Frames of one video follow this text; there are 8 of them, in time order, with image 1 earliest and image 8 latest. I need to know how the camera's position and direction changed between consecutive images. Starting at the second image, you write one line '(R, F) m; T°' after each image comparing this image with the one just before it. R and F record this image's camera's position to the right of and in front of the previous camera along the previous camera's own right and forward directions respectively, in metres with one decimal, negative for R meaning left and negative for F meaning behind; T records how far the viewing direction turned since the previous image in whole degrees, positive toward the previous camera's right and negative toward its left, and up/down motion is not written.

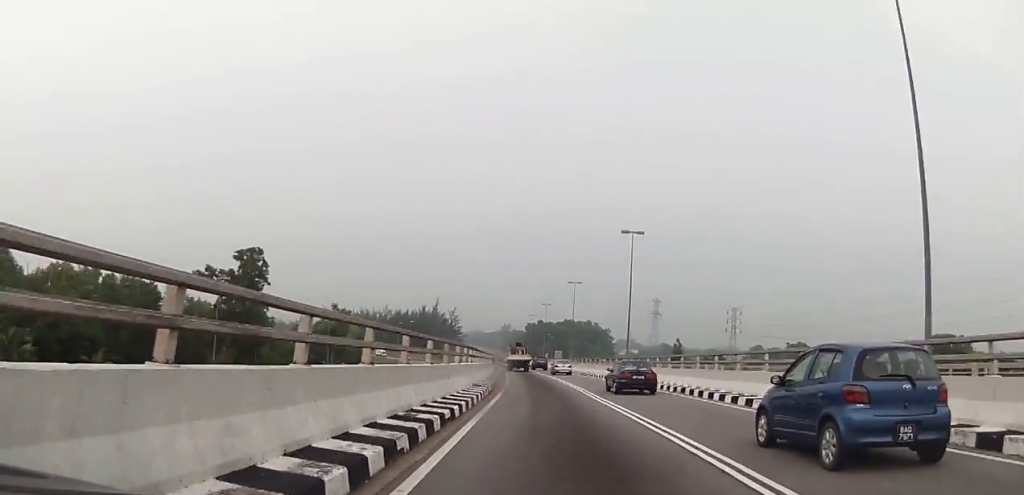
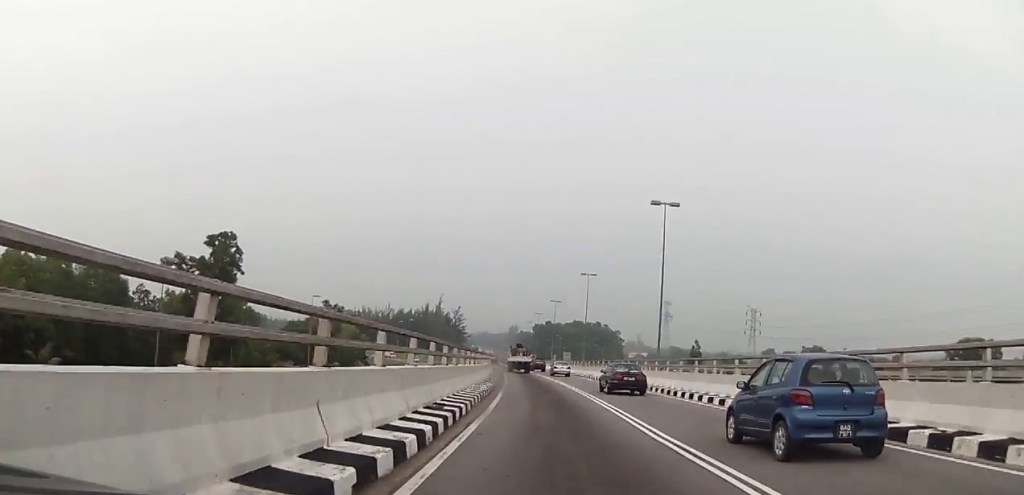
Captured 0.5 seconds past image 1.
(-0.1, +11.7) m; 0°
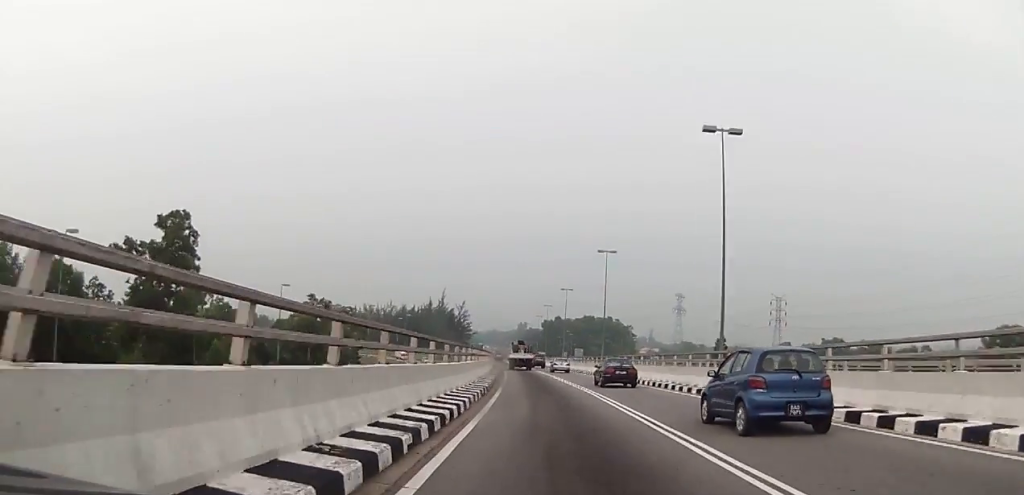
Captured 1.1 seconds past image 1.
(+0.1, +14.0) m; 0°
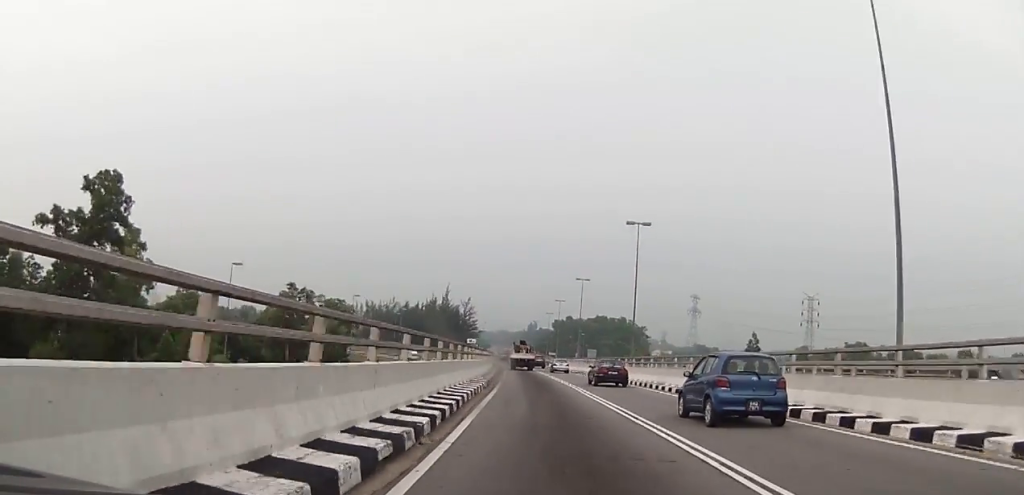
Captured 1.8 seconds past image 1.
(-0.1, +15.6) m; -1°
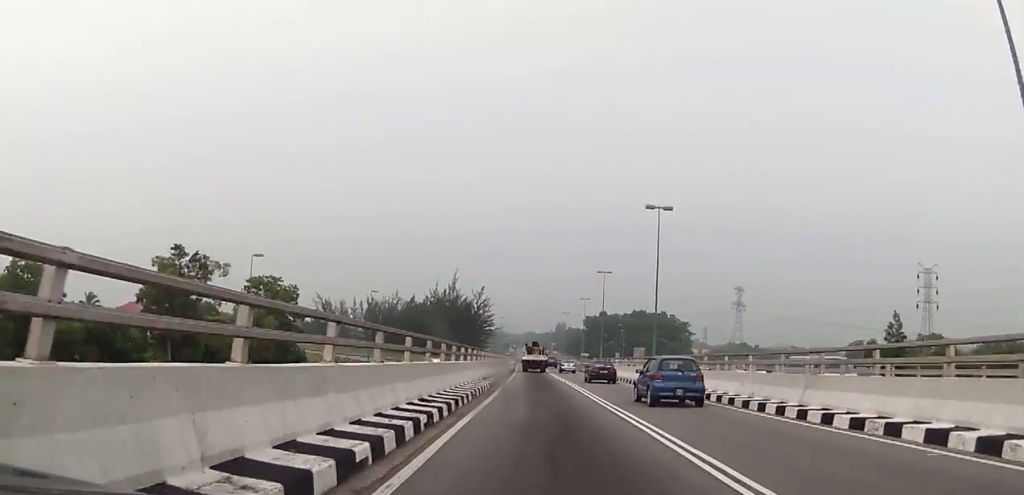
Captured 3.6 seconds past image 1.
(-1.9, +43.6) m; -3°
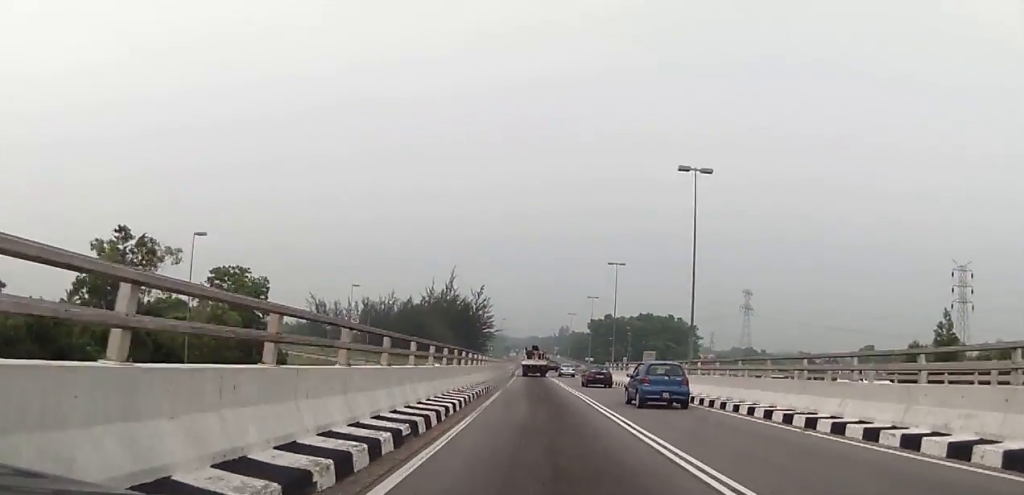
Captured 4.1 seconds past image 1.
(+0.1, +11.0) m; 0°
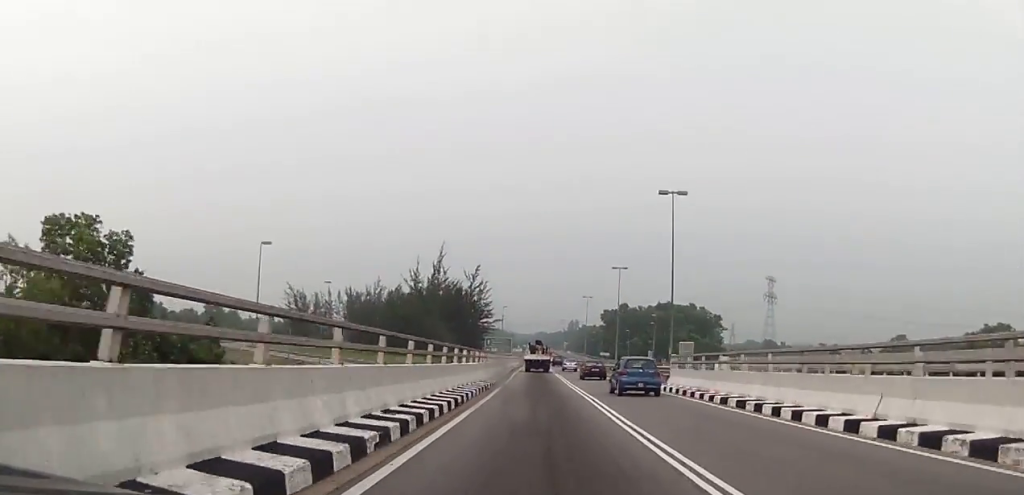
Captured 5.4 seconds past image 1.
(+0.1, +29.9) m; 0°
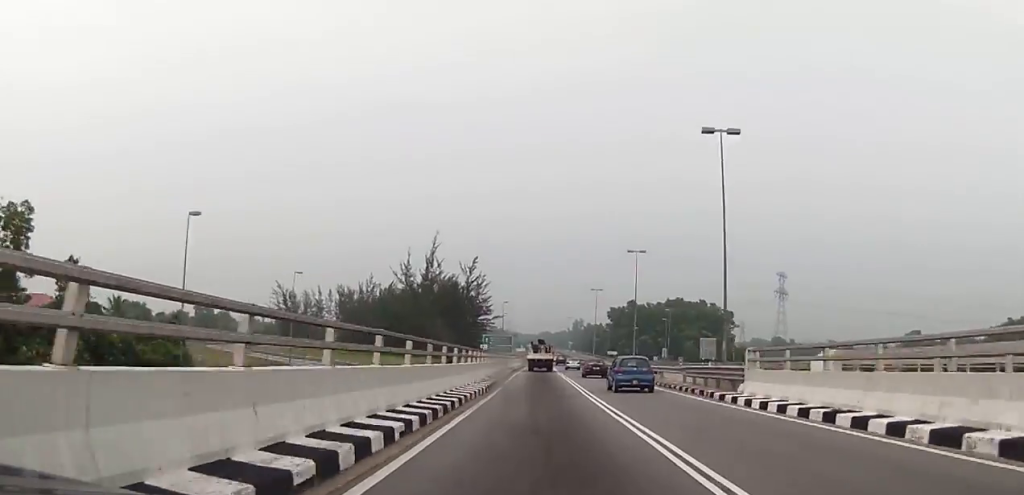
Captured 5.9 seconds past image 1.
(-0.1, +12.5) m; 0°
